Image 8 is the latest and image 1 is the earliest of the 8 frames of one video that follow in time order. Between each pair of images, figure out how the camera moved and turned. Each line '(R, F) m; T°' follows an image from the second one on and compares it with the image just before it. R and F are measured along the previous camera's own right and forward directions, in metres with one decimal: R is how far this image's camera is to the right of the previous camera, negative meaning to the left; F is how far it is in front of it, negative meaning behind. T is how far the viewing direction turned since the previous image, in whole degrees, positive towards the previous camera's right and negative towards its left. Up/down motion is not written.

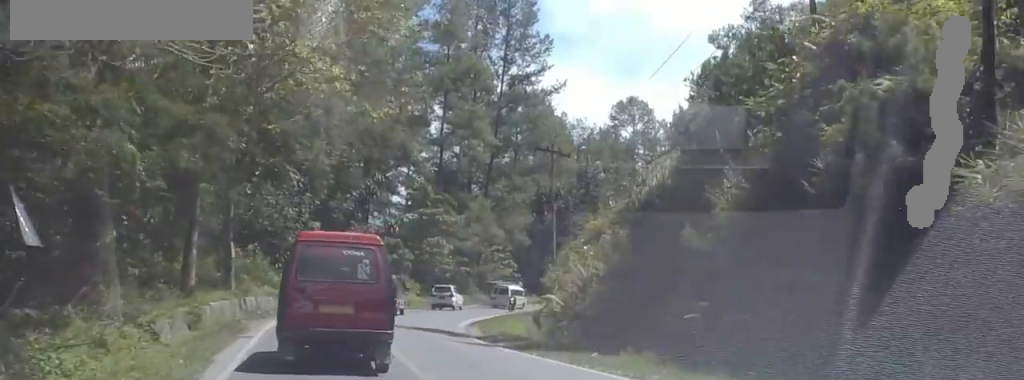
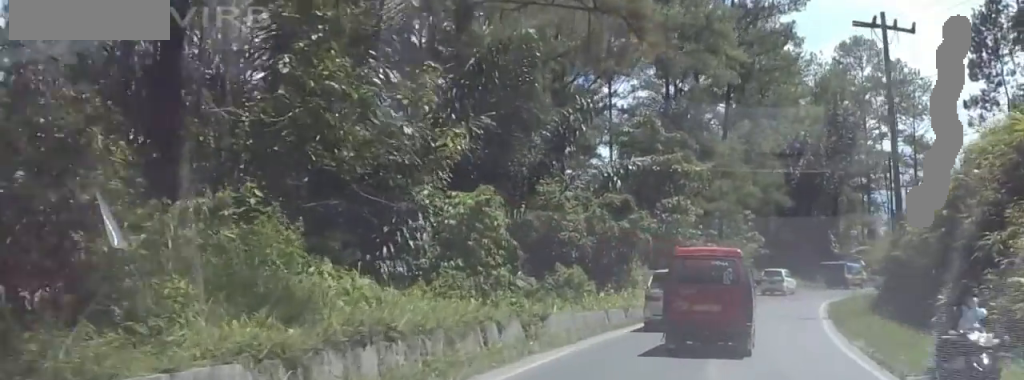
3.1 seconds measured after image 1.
(-3.3, +28.6) m; -4°
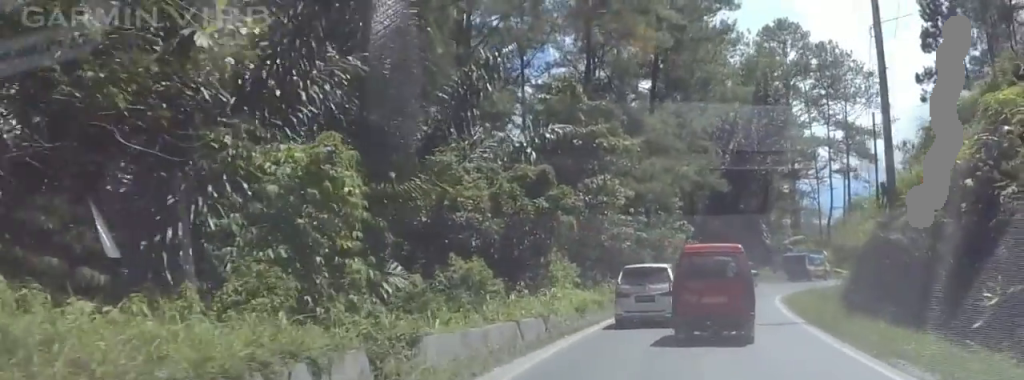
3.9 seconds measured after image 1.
(-0.8, +8.4) m; +7°
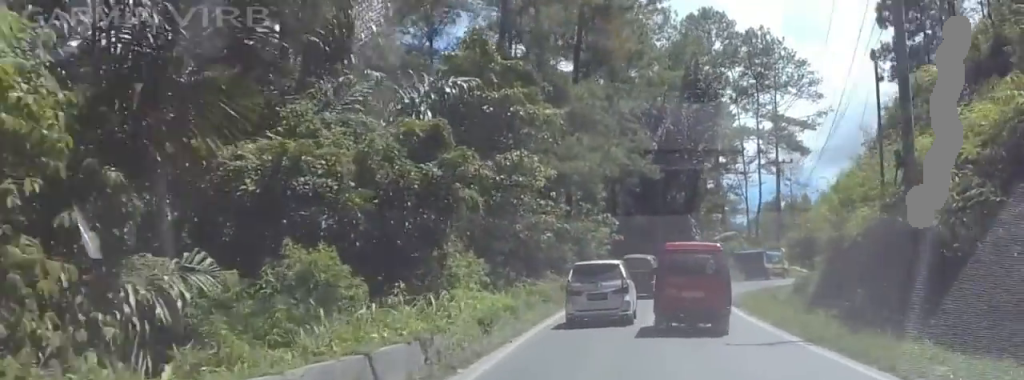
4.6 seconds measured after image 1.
(+1.7, +6.7) m; +4°
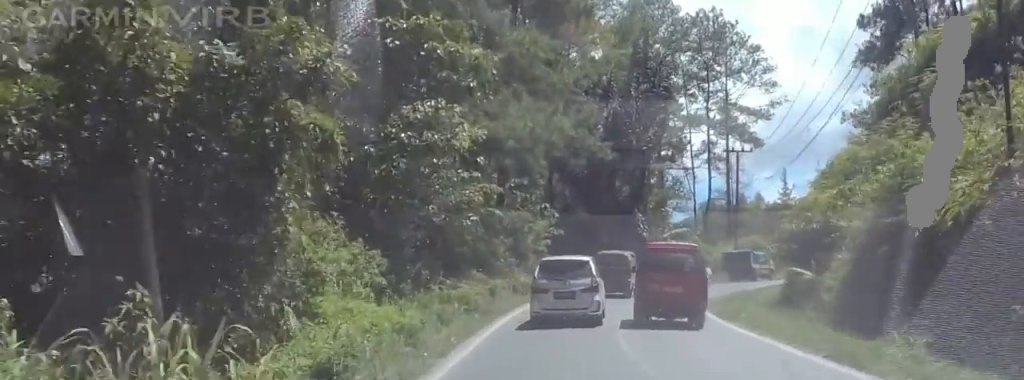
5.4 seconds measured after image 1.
(-0.2, +8.3) m; -3°
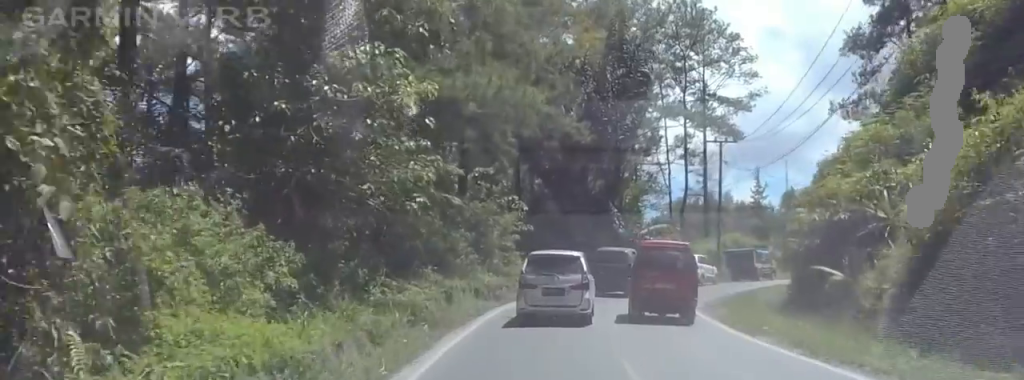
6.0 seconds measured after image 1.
(-0.3, +5.3) m; -2°
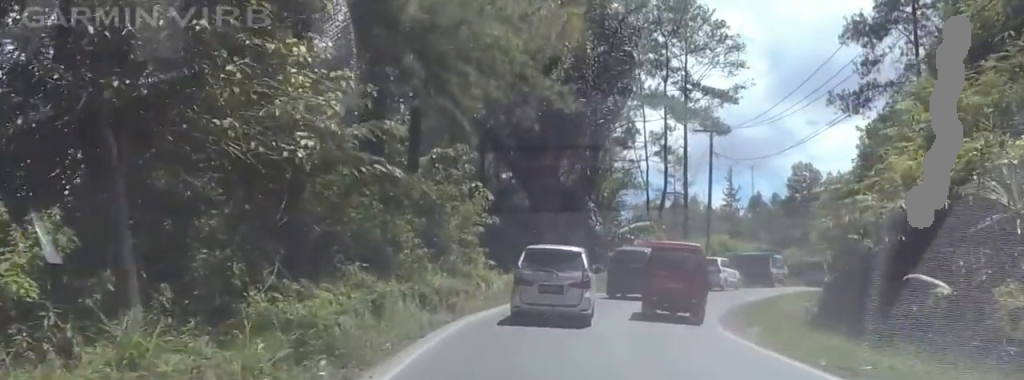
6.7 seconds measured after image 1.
(-0.1, +7.4) m; +6°
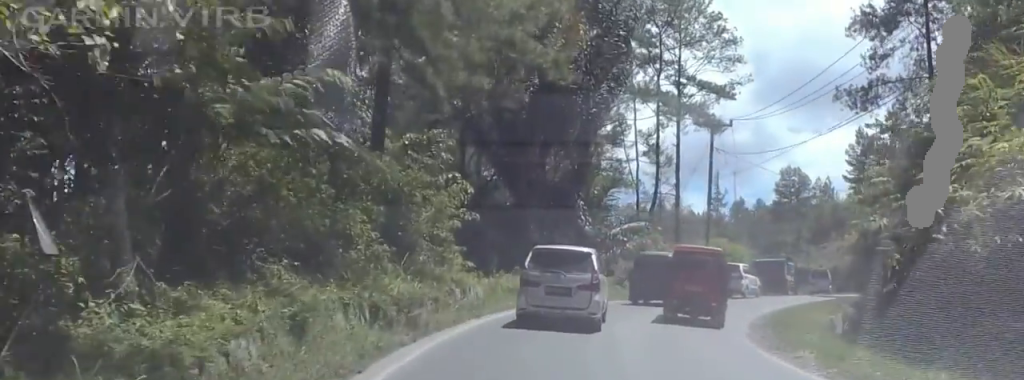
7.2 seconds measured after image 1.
(+0.3, +4.7) m; +4°
